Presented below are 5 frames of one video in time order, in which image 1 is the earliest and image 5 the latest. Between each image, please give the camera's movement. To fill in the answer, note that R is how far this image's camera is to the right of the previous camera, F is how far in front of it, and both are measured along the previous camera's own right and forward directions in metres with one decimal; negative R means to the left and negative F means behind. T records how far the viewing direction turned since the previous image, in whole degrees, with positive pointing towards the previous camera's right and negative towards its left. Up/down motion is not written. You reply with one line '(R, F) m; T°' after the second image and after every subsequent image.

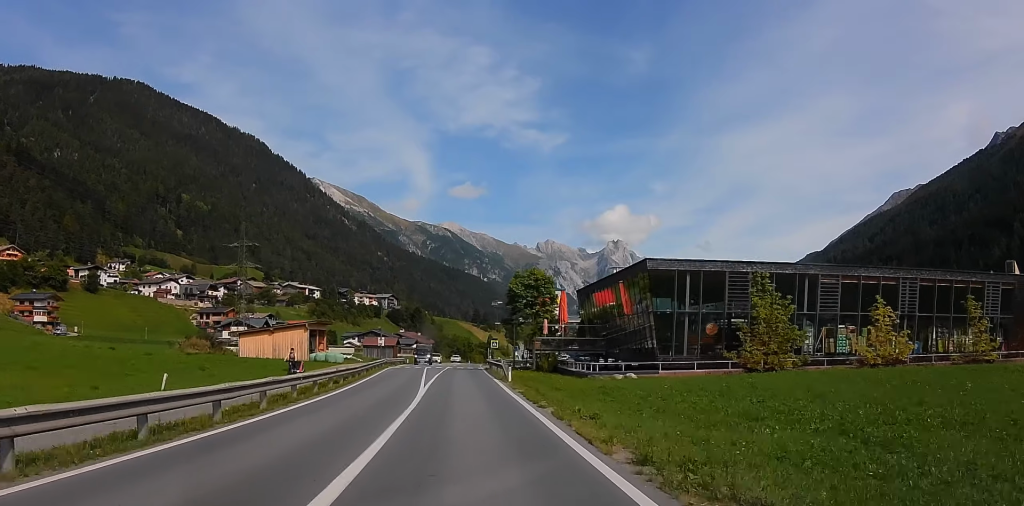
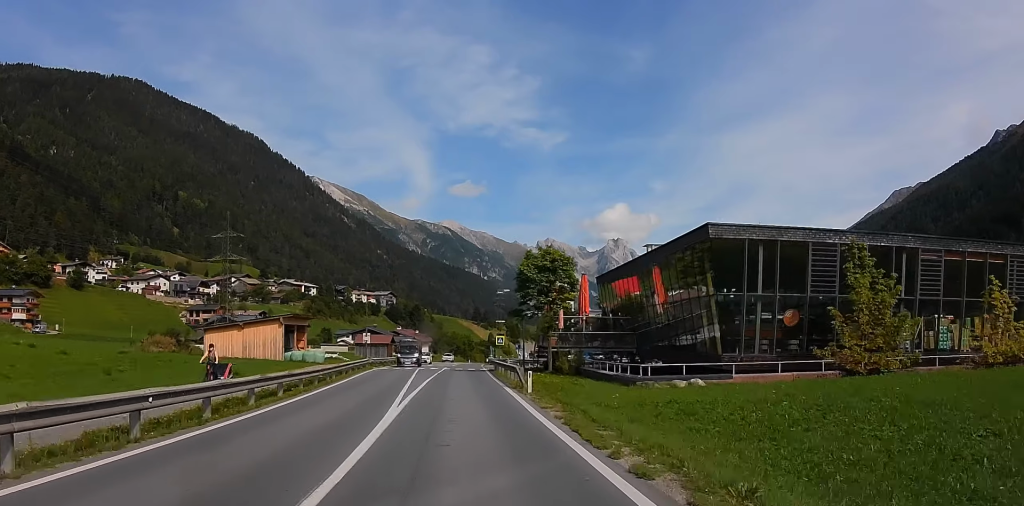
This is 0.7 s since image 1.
(+0.1, +11.5) m; +2°
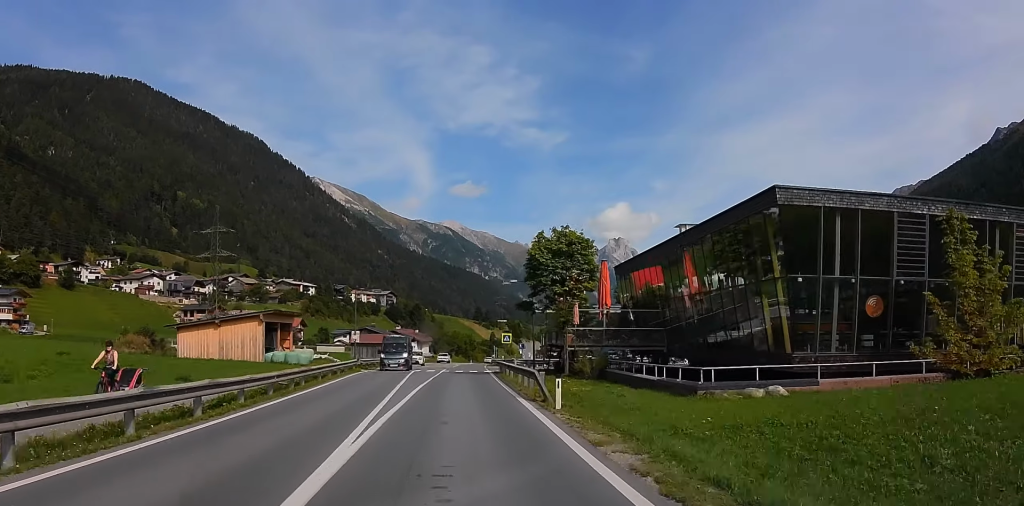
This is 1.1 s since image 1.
(+0.1, +7.4) m; +2°
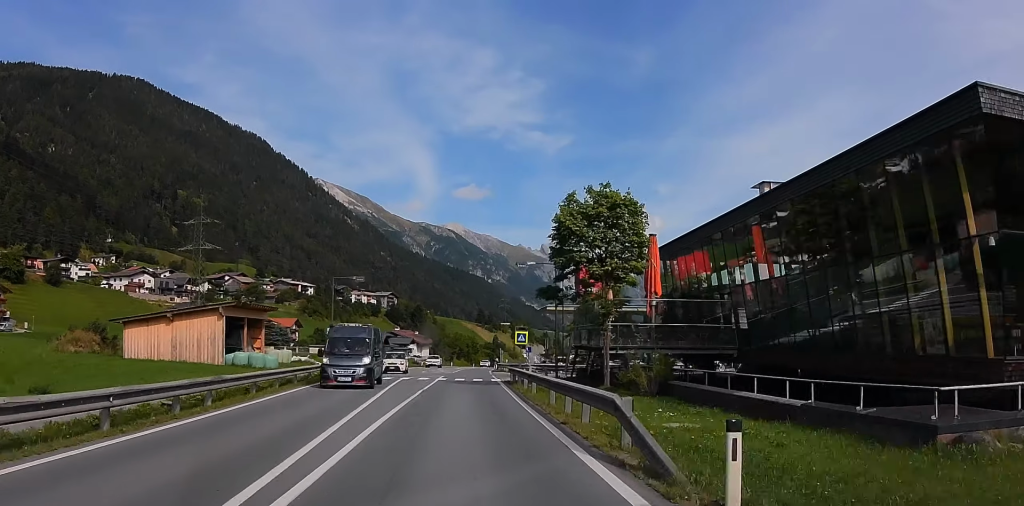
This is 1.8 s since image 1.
(+0.3, +11.3) m; +1°
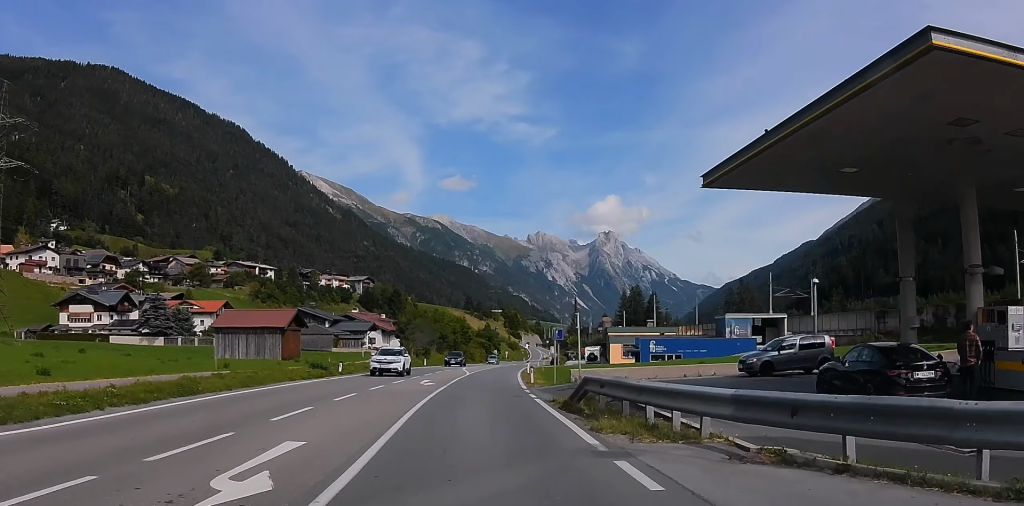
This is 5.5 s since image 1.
(-0.7, +61.3) m; 0°
